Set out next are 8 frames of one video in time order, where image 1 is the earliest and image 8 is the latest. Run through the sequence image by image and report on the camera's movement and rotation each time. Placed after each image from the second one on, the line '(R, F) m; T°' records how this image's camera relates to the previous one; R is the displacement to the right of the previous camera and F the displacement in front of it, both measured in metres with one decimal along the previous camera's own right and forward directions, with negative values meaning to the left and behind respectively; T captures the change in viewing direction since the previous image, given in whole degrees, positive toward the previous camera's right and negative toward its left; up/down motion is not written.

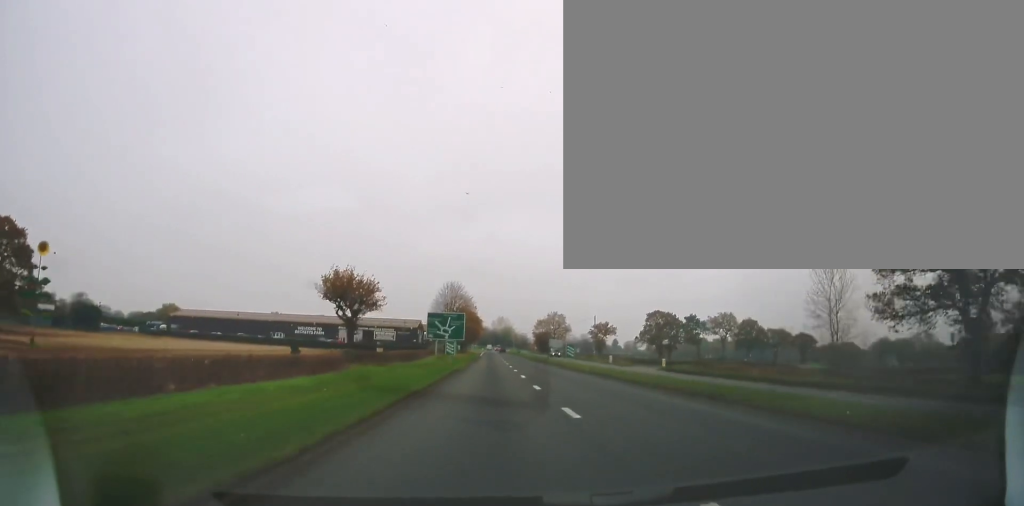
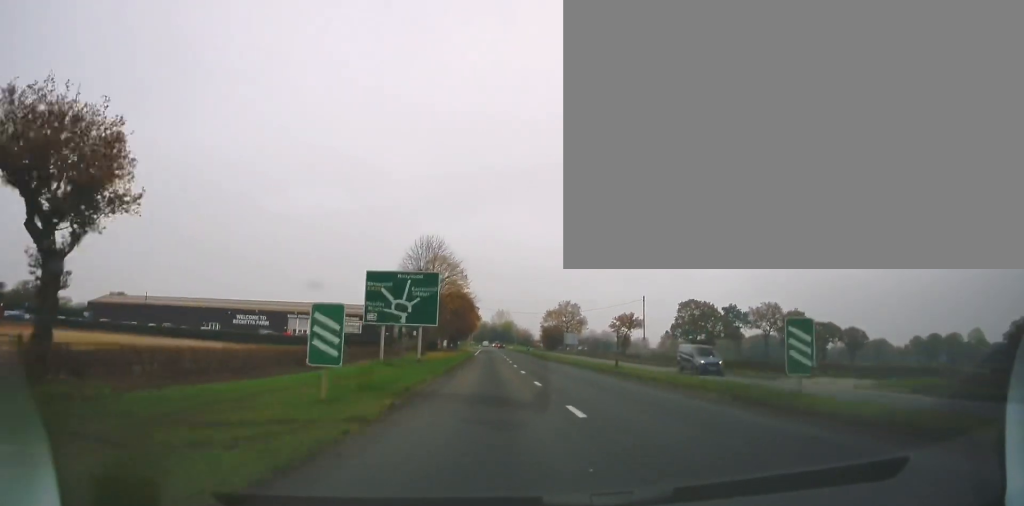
(-0.7, +36.4) m; 0°
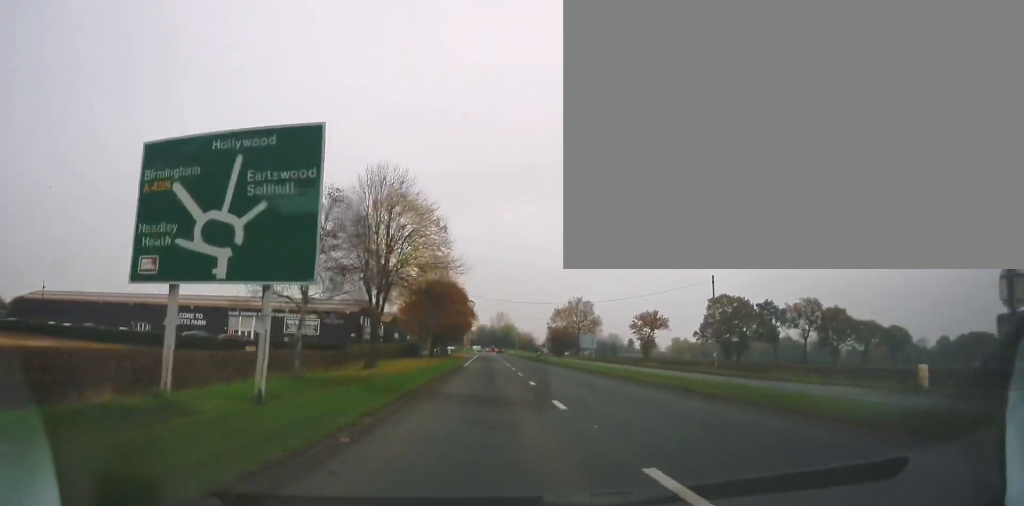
(+0.3, +25.0) m; 0°
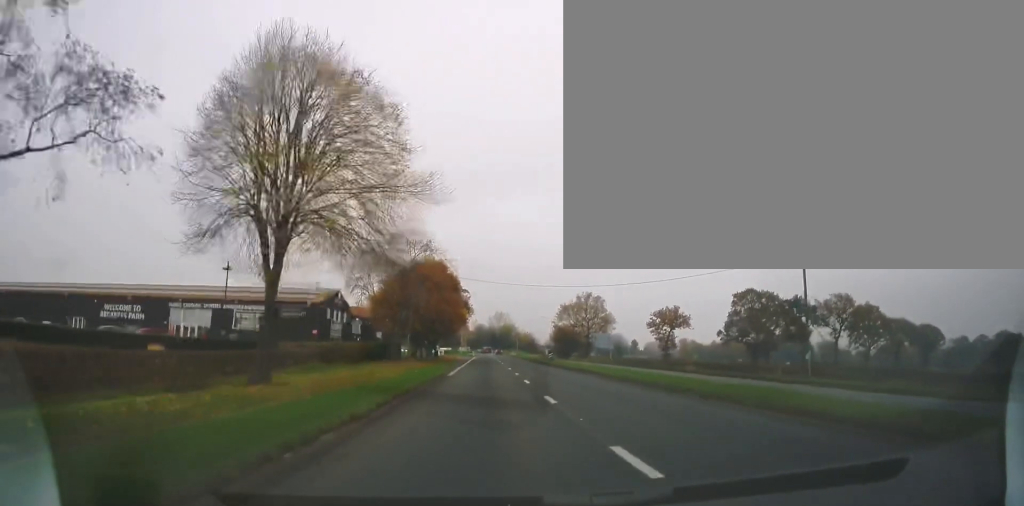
(-0.1, +16.4) m; -1°
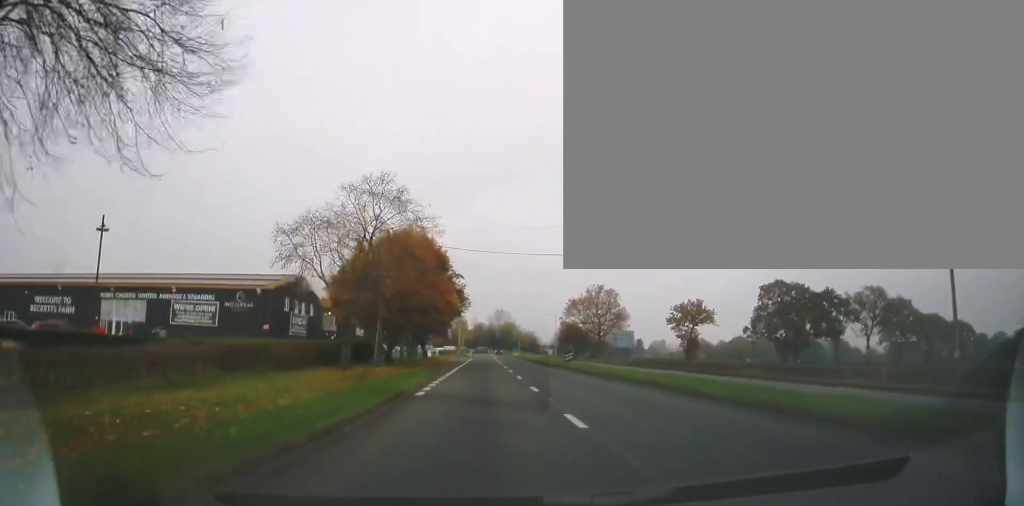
(-0.1, +13.9) m; 0°
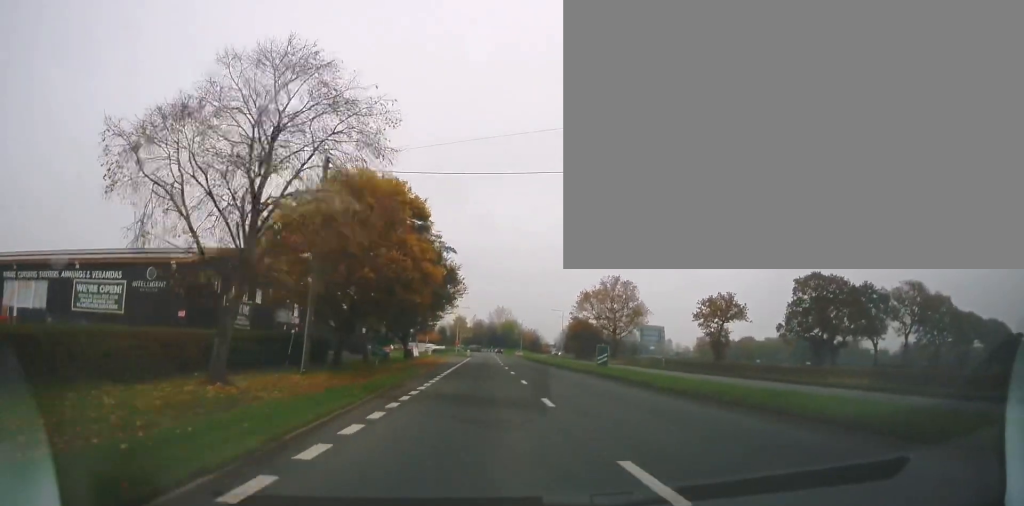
(+0.1, +15.0) m; 0°
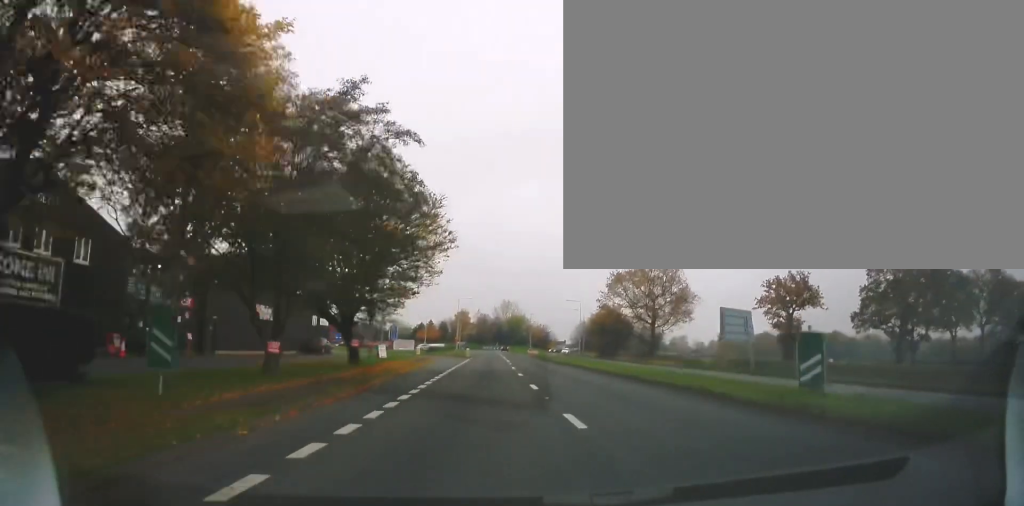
(-0.1, +22.2) m; 0°
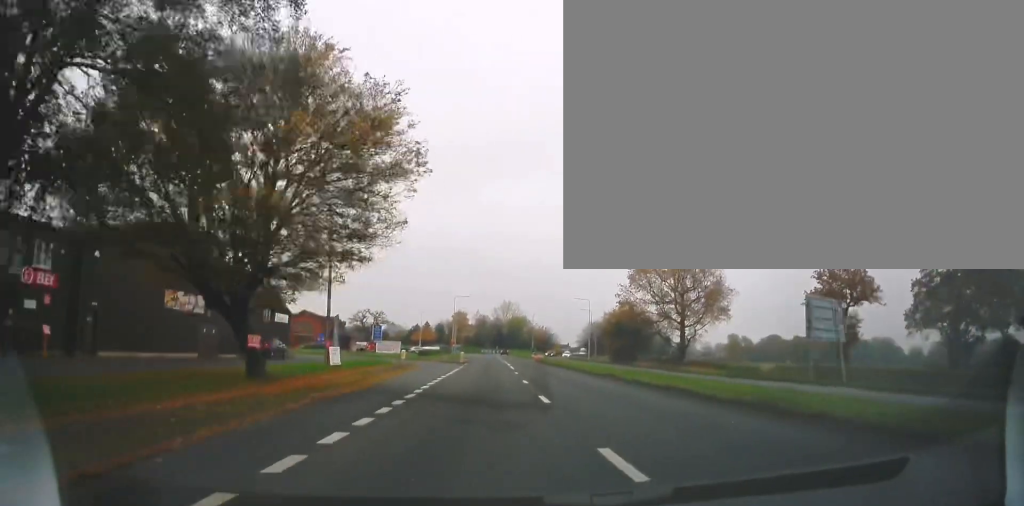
(+0.1, +13.0) m; 0°
